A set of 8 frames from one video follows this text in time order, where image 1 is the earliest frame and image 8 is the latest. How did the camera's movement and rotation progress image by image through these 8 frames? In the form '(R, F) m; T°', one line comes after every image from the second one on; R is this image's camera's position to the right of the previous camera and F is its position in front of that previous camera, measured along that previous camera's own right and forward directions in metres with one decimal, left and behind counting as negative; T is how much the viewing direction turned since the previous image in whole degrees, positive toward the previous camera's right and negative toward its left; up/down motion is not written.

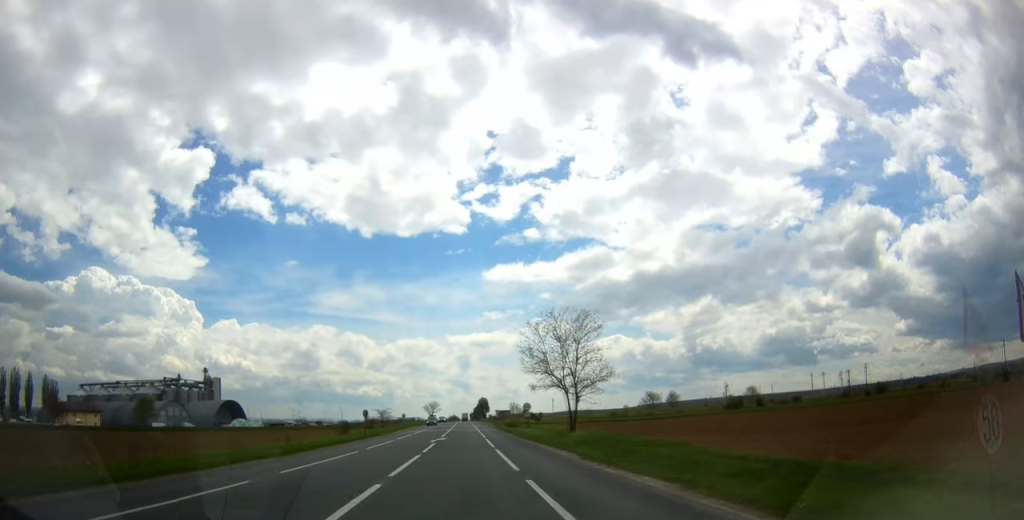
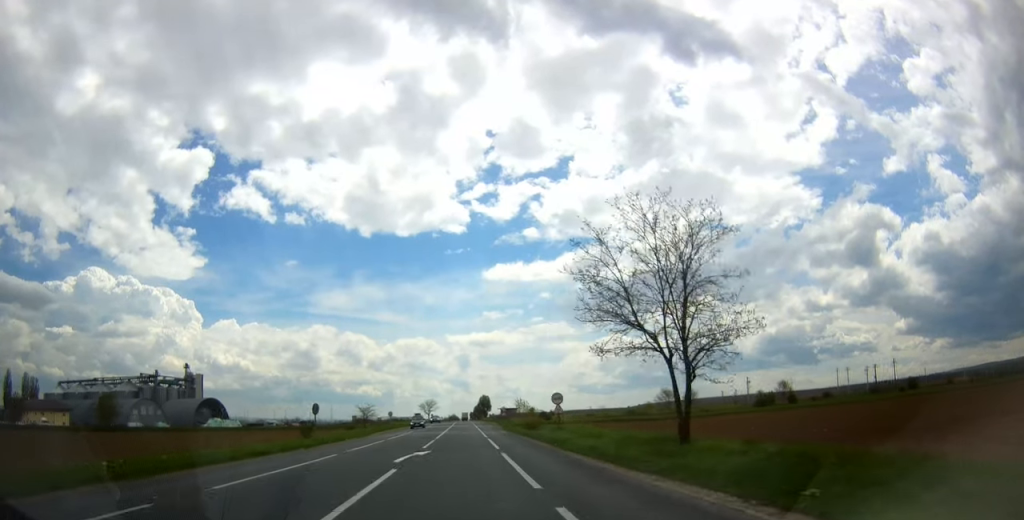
(0.0, +20.6) m; +1°
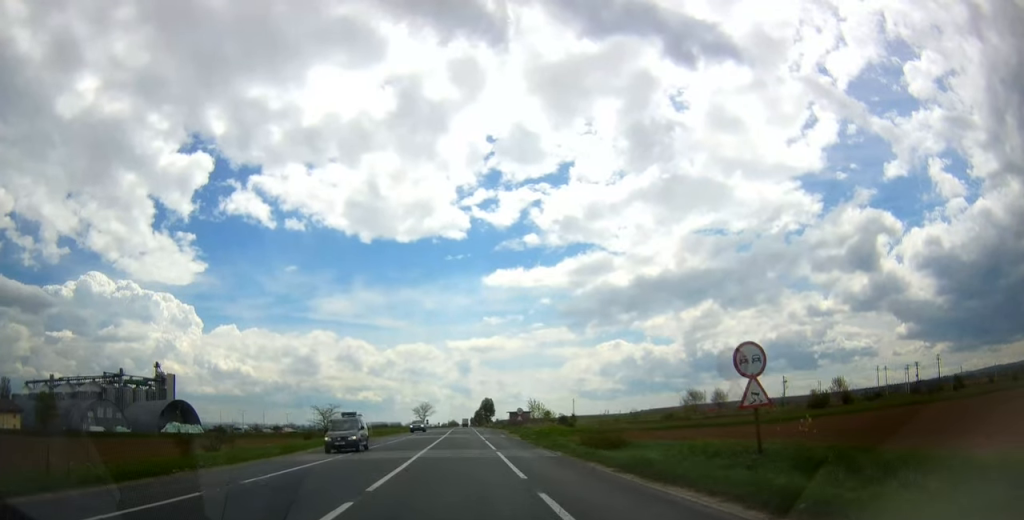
(+0.3, +29.2) m; 0°
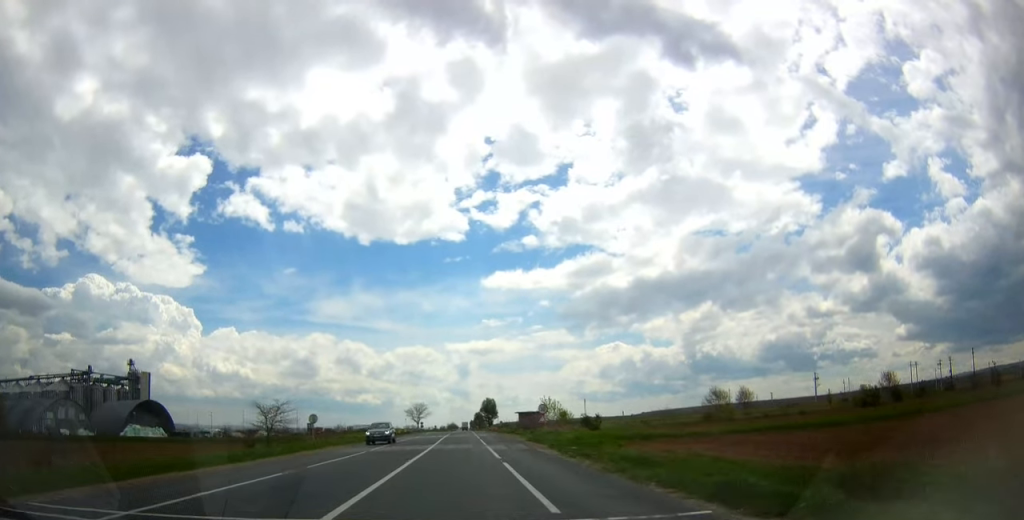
(-0.3, +22.1) m; 0°
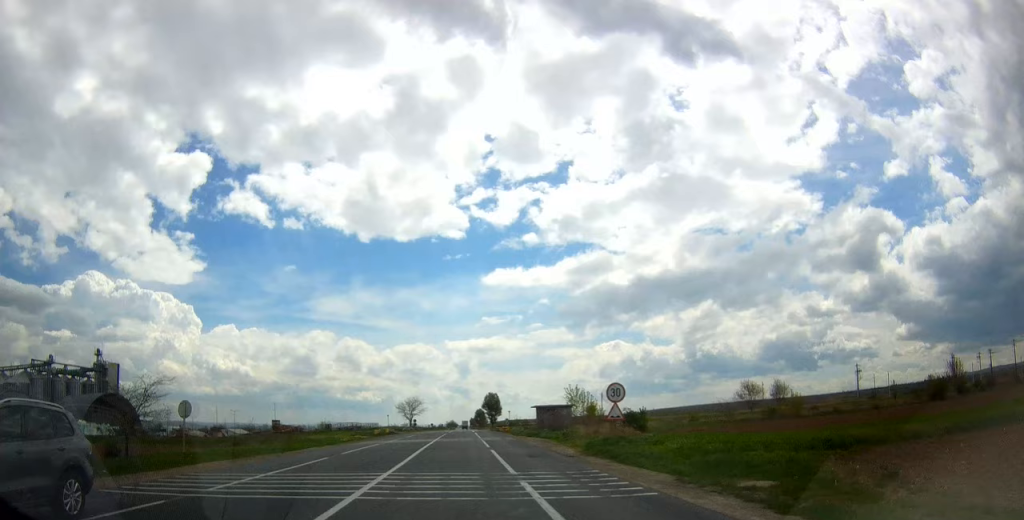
(+0.3, +23.6) m; -1°
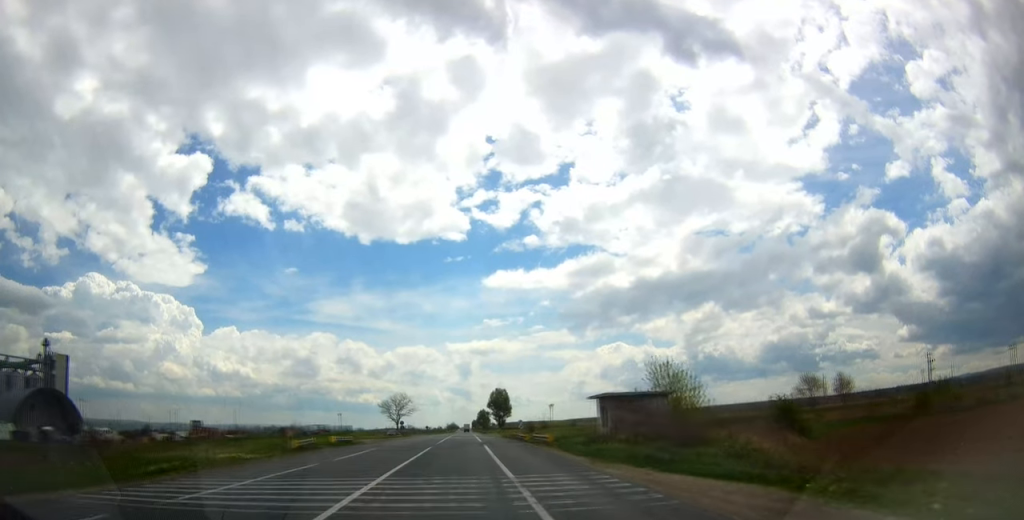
(-0.3, +31.6) m; +1°
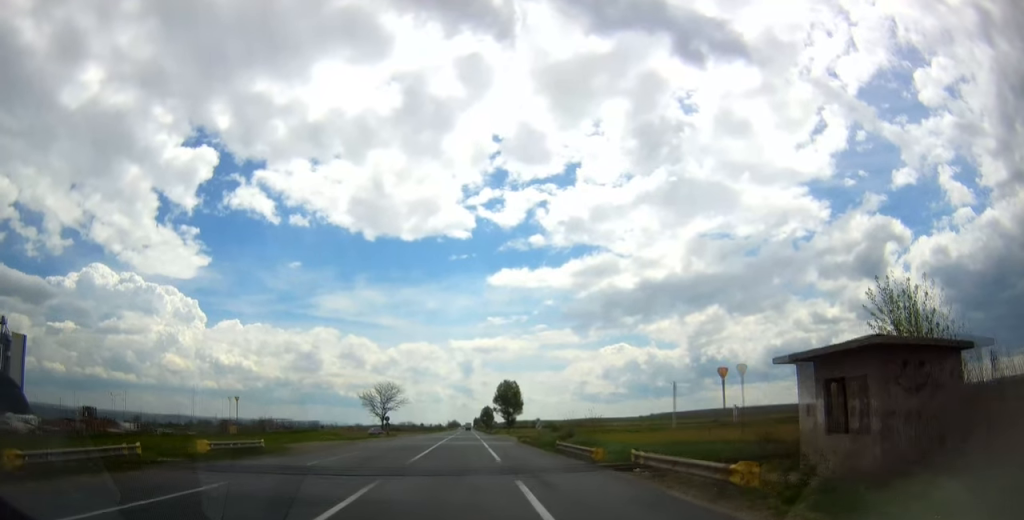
(+0.4, +23.0) m; 0°
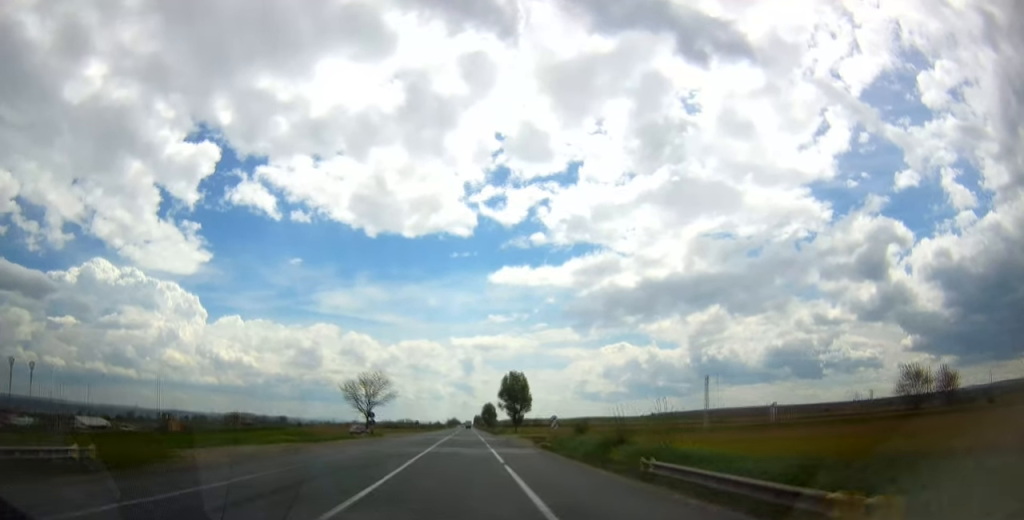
(-0.1, +14.7) m; -1°
